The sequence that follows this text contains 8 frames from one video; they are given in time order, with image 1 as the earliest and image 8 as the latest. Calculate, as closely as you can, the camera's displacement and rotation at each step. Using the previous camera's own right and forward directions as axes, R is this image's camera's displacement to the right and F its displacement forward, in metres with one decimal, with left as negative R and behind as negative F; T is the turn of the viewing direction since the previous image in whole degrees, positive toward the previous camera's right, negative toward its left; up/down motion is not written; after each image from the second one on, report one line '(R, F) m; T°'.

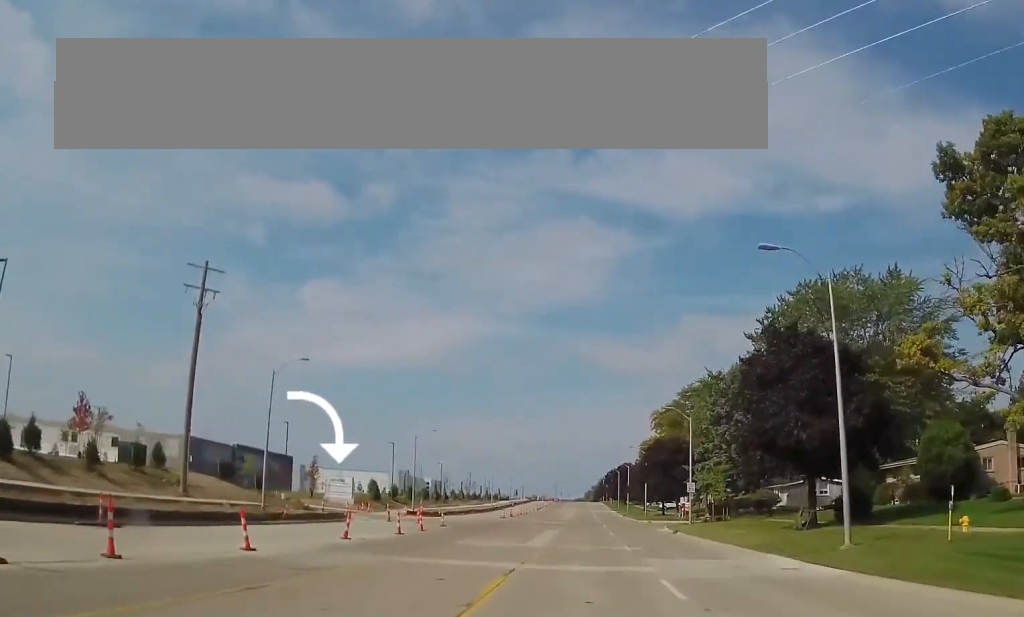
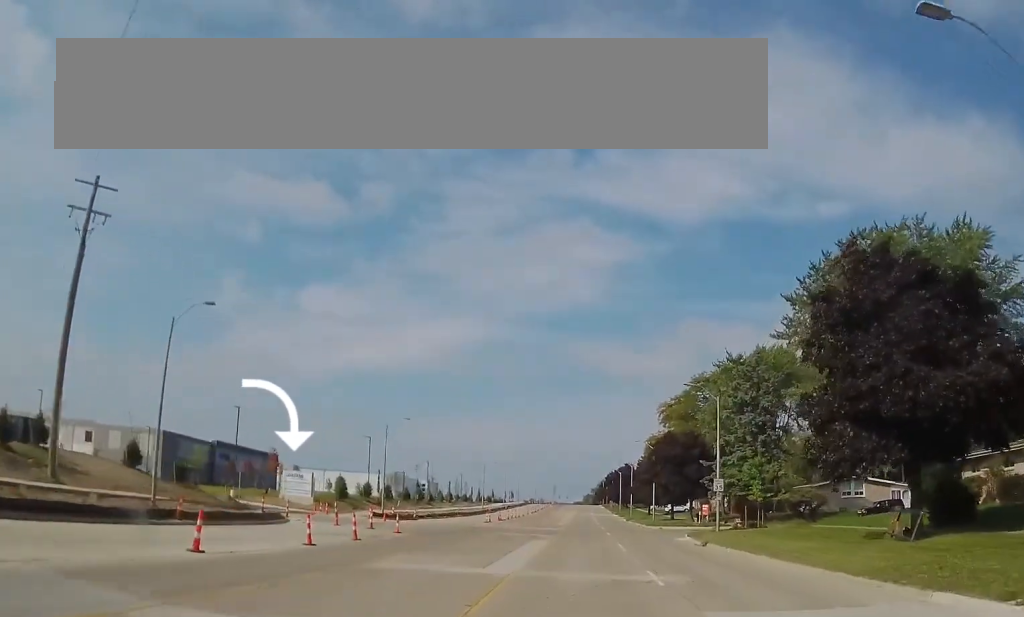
(-0.3, +12.0) m; 0°
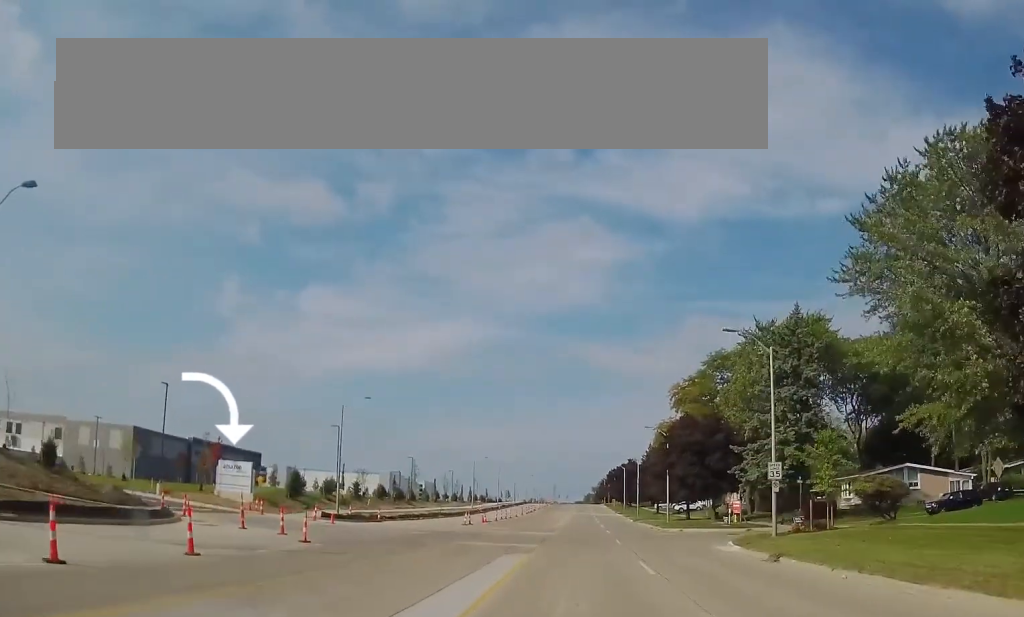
(+0.4, +13.1) m; +2°
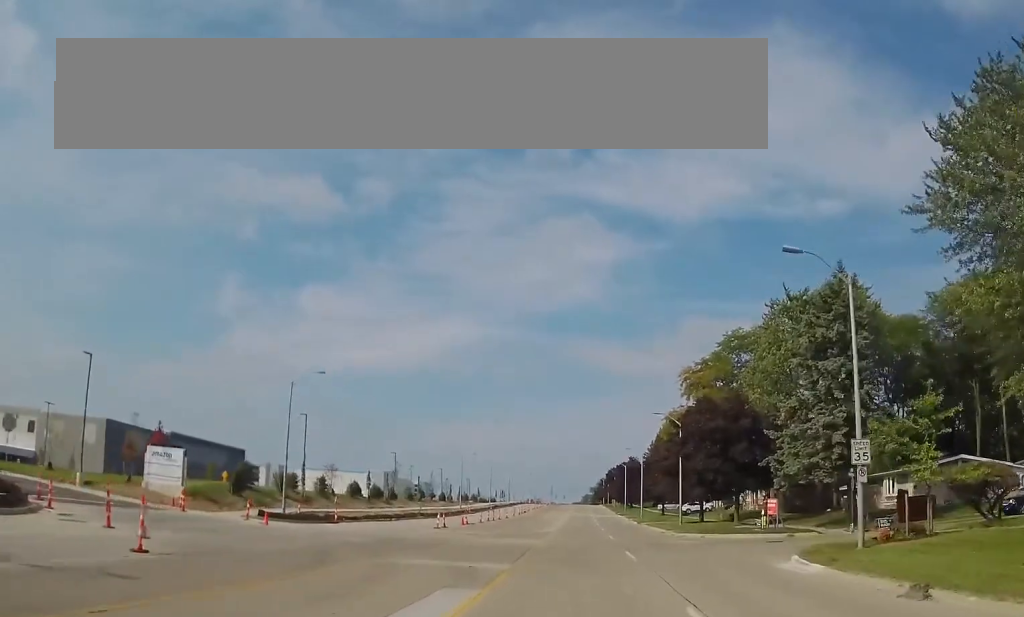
(0.0, +10.2) m; -1°
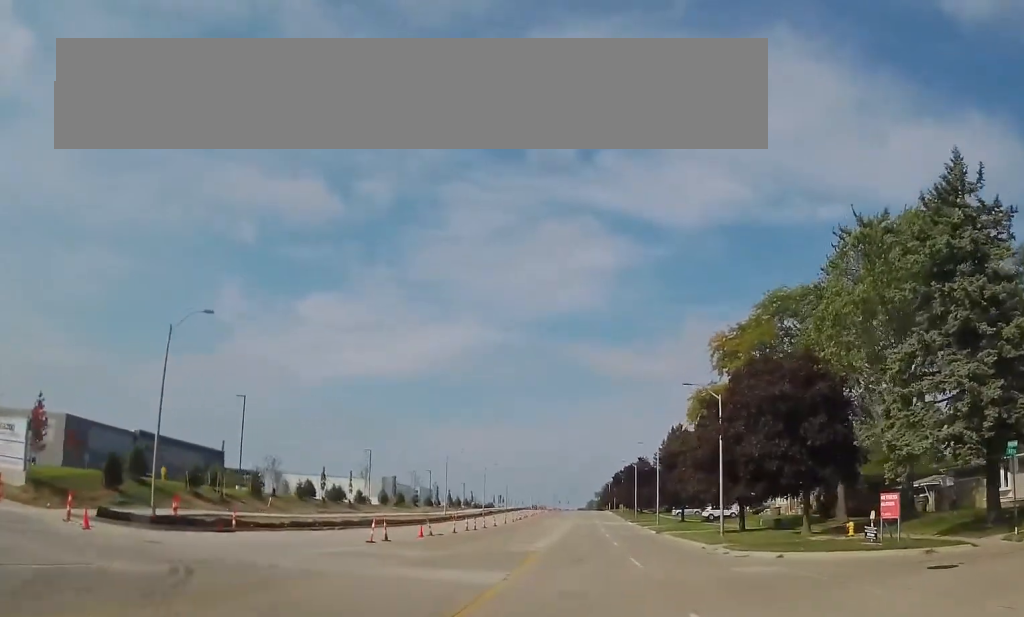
(-0.3, +15.9) m; -2°
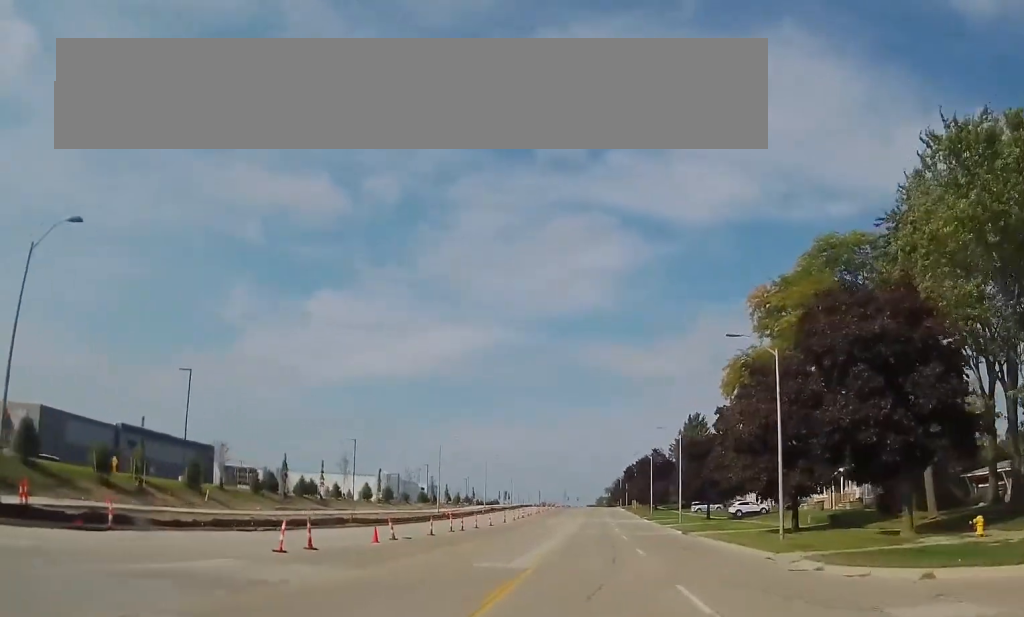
(-0.2, +11.2) m; -1°
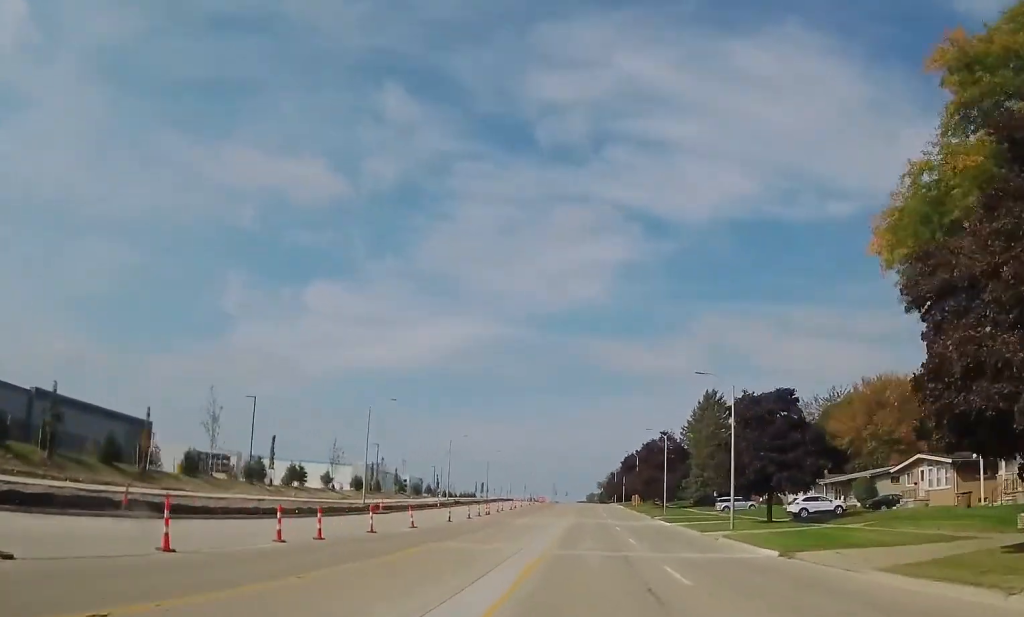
(0.0, +27.7) m; 0°
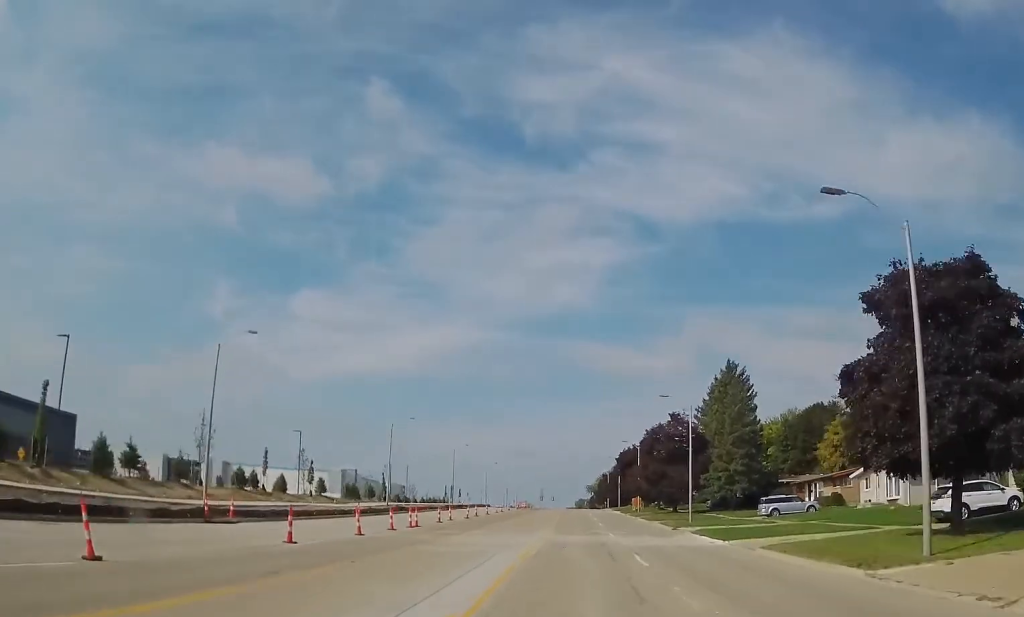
(0.0, +25.8) m; +1°
